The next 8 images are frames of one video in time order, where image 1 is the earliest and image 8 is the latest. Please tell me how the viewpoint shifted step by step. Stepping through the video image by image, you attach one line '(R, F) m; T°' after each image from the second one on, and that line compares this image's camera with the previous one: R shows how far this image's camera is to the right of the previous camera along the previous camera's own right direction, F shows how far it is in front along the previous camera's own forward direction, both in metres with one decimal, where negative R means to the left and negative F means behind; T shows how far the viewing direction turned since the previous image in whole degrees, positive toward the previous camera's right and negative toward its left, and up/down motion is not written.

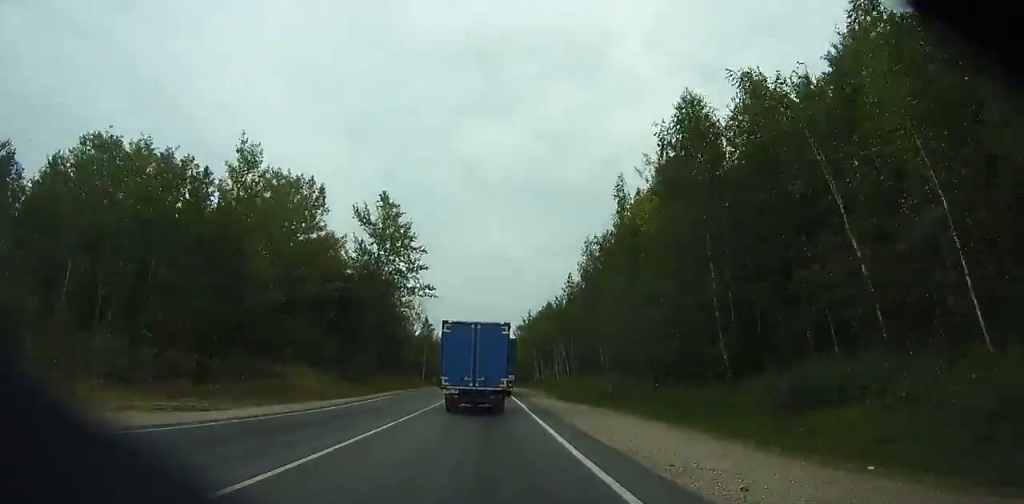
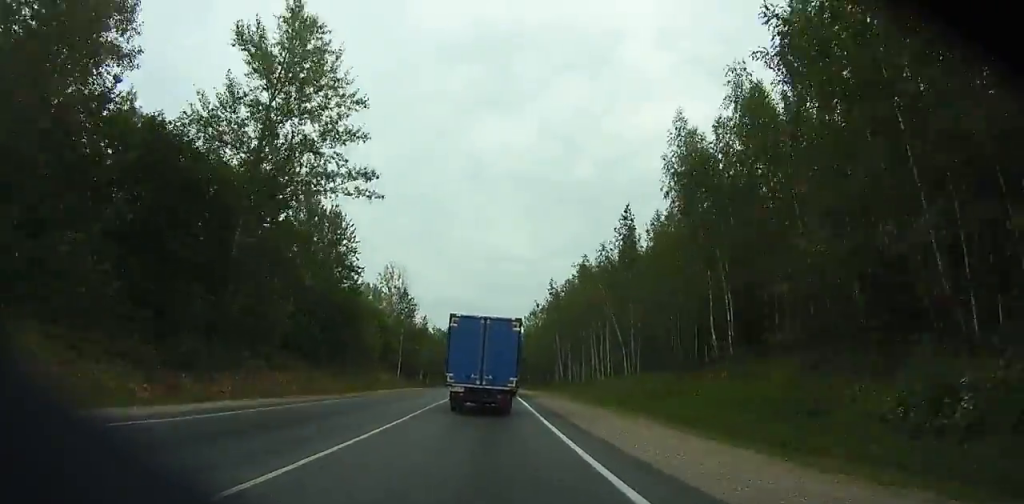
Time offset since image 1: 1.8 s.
(+0.1, +34.2) m; 0°
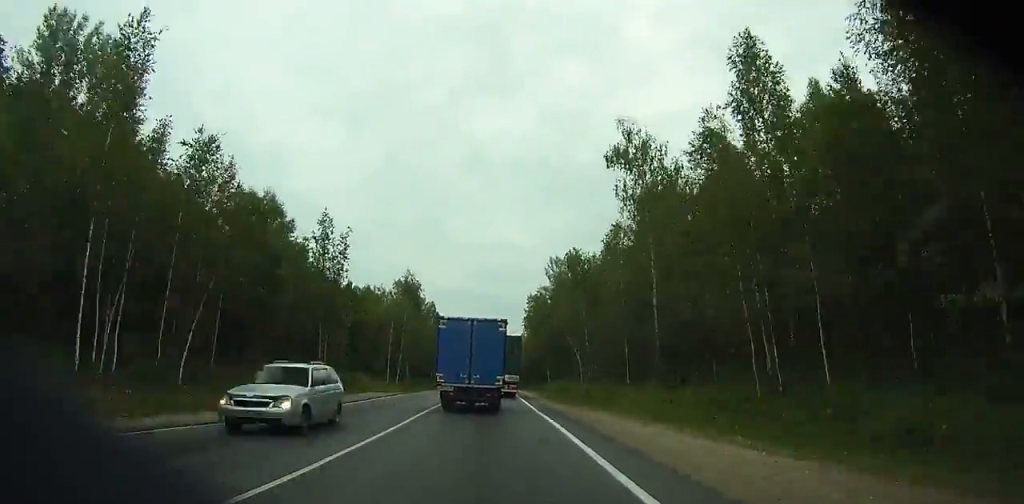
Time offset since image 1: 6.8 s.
(-0.4, +90.8) m; -3°
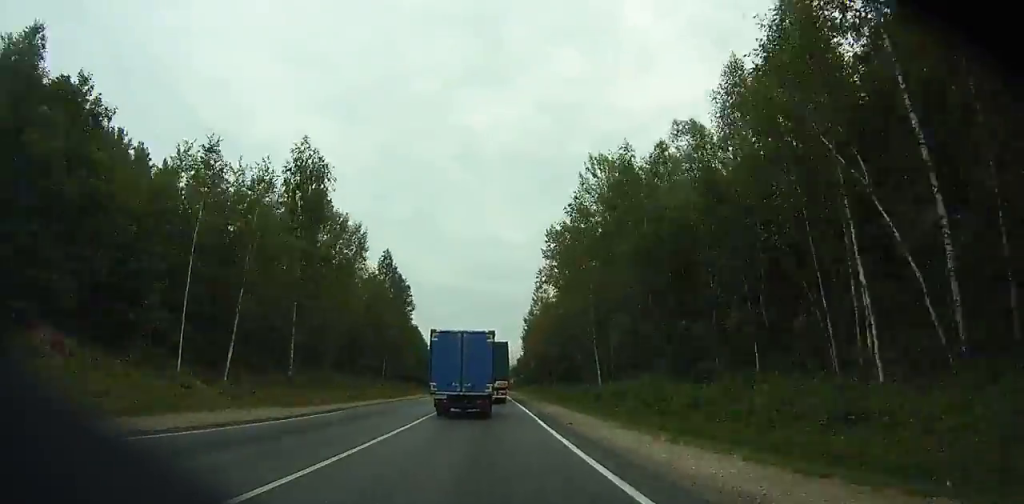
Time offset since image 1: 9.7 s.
(-2.7, +47.1) m; 0°
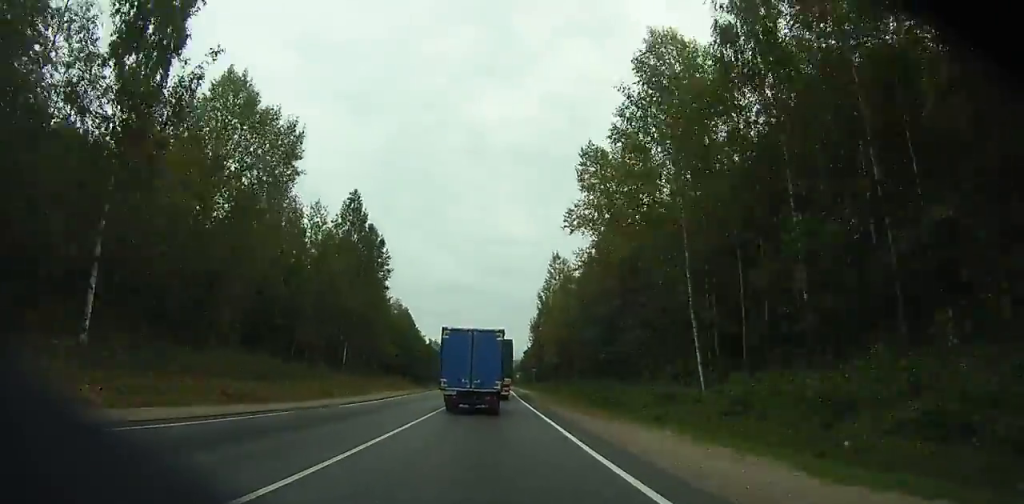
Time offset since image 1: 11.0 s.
(-2.8, +20.0) m; +2°
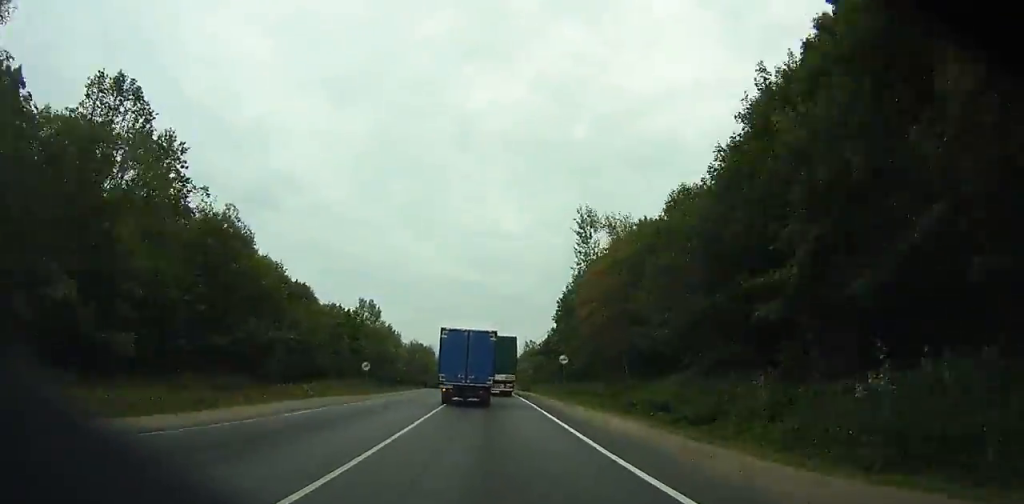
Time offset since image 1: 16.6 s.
(+11.6, +124.4) m; 0°
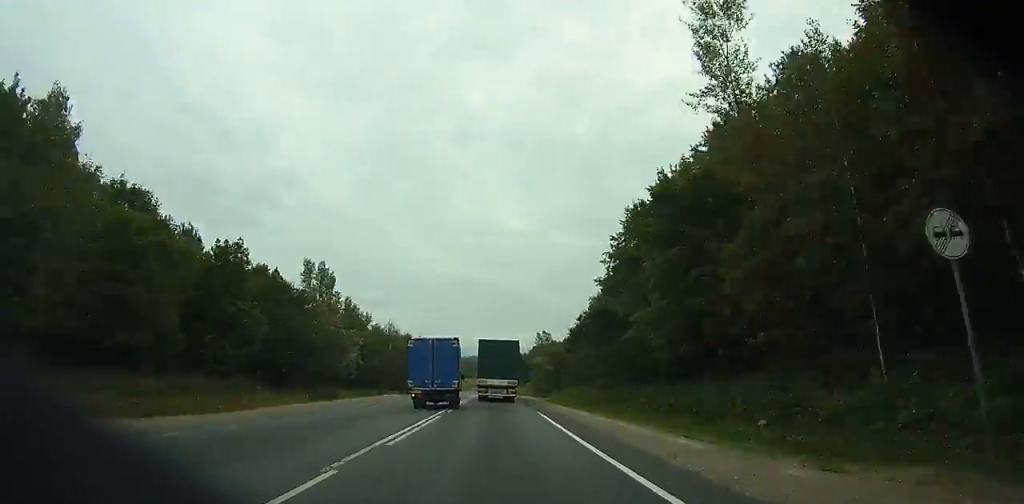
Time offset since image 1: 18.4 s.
(-2.6, +41.3) m; 0°
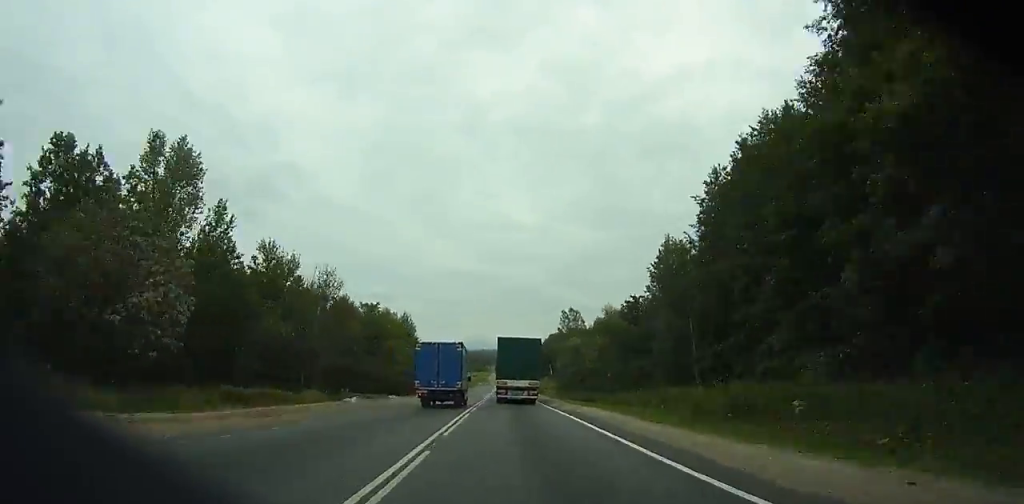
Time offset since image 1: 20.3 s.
(-2.4, +45.8) m; +1°
